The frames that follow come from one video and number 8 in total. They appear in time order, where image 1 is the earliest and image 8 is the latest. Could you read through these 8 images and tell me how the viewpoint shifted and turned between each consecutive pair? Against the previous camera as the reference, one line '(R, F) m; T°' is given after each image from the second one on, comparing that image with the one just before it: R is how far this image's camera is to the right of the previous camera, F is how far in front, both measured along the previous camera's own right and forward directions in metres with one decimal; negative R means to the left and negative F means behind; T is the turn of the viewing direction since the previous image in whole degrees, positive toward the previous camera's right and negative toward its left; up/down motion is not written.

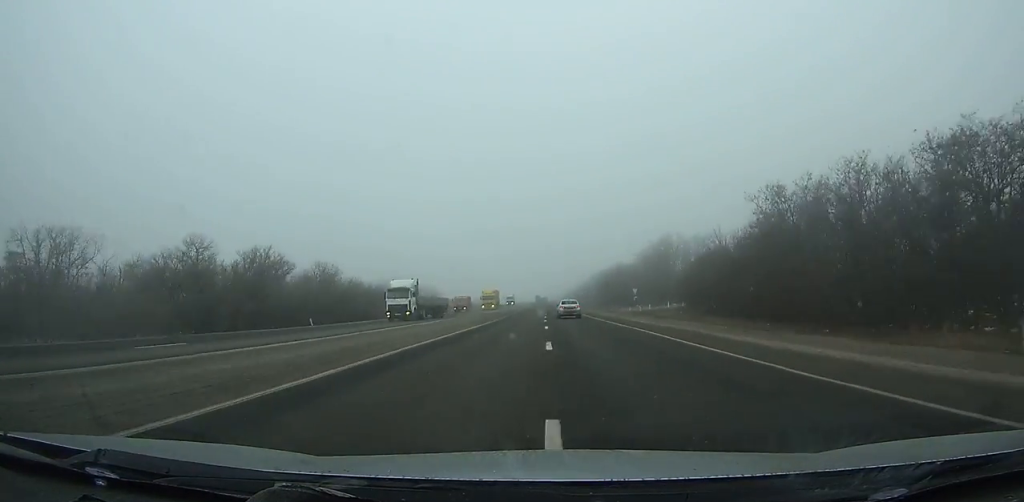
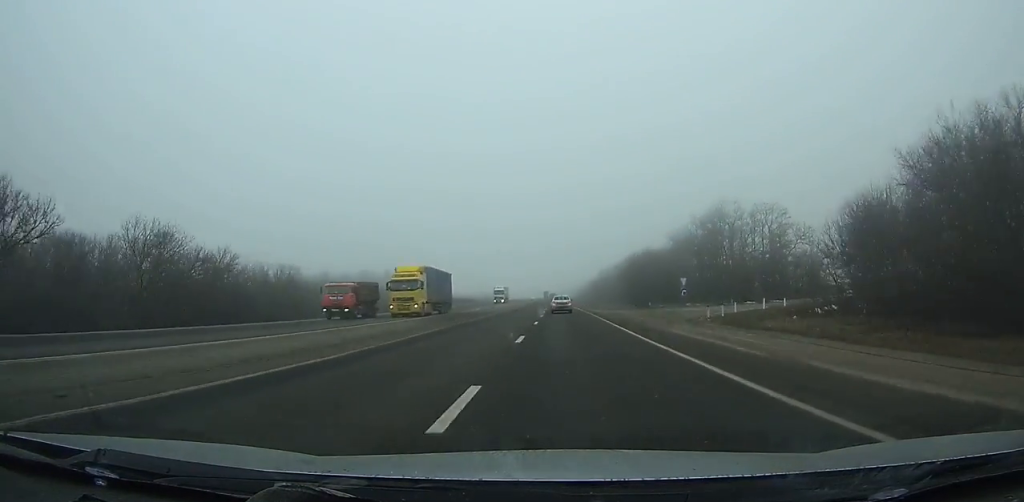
(+0.1, +33.2) m; -1°
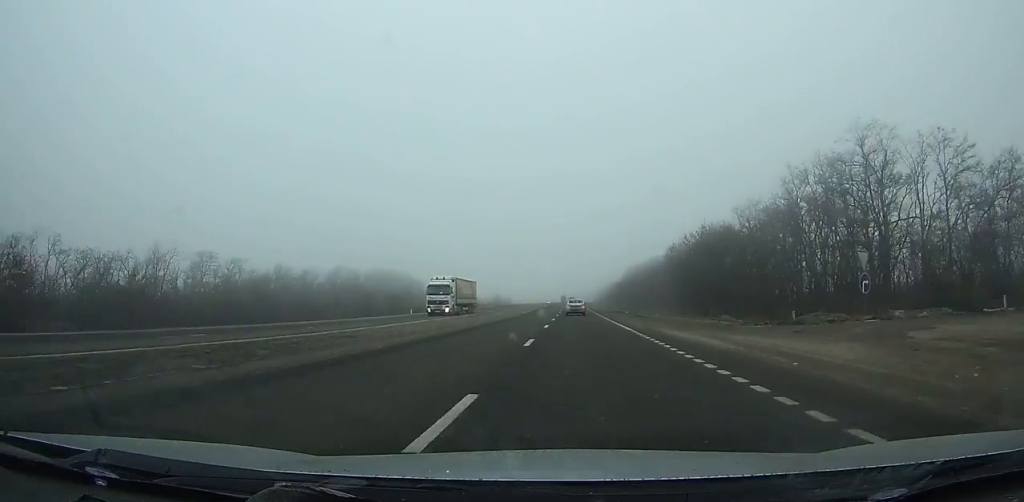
(-0.4, +35.5) m; 0°
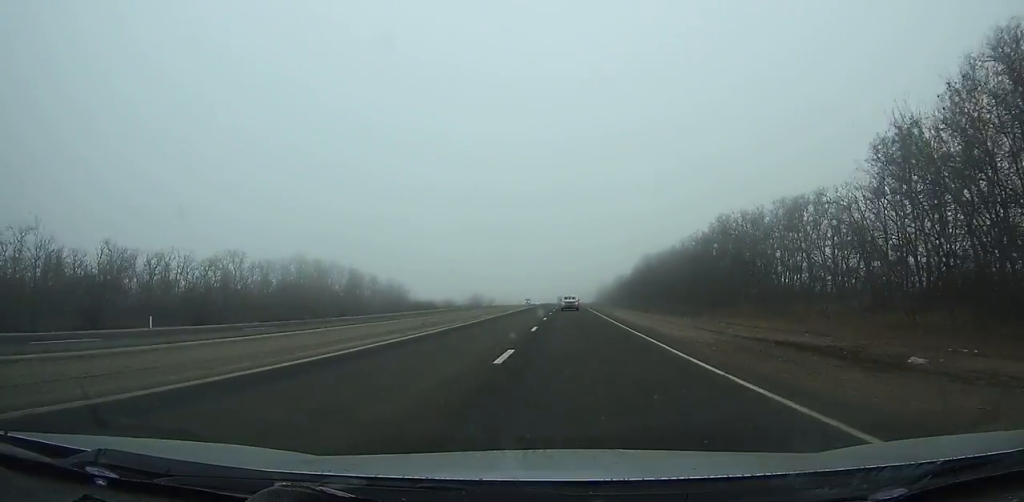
(-0.4, +53.3) m; 0°
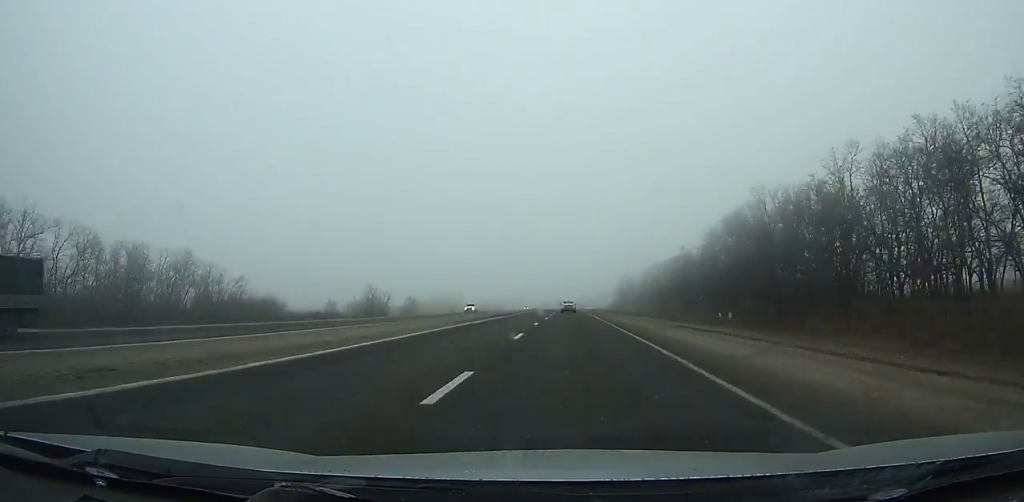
(+0.7, +113.6) m; 0°
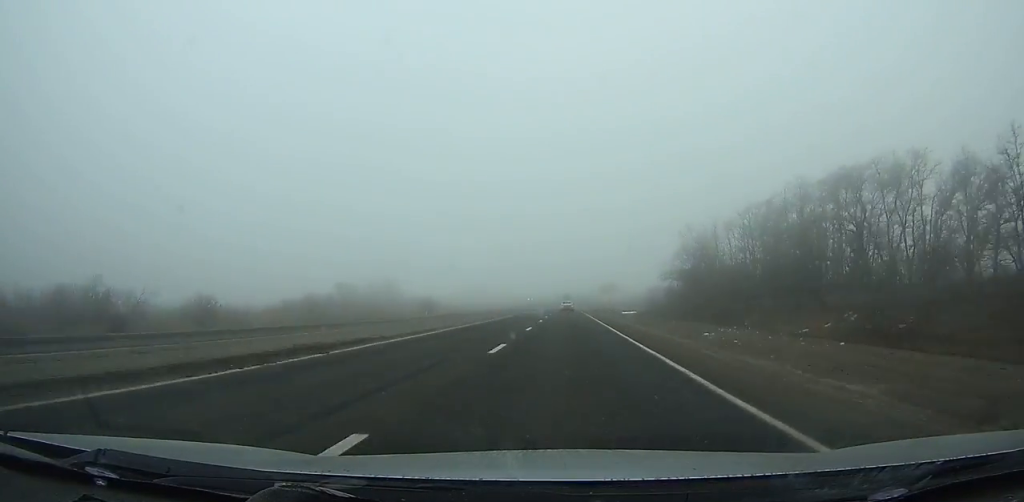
(-0.1, +112.6) m; 0°
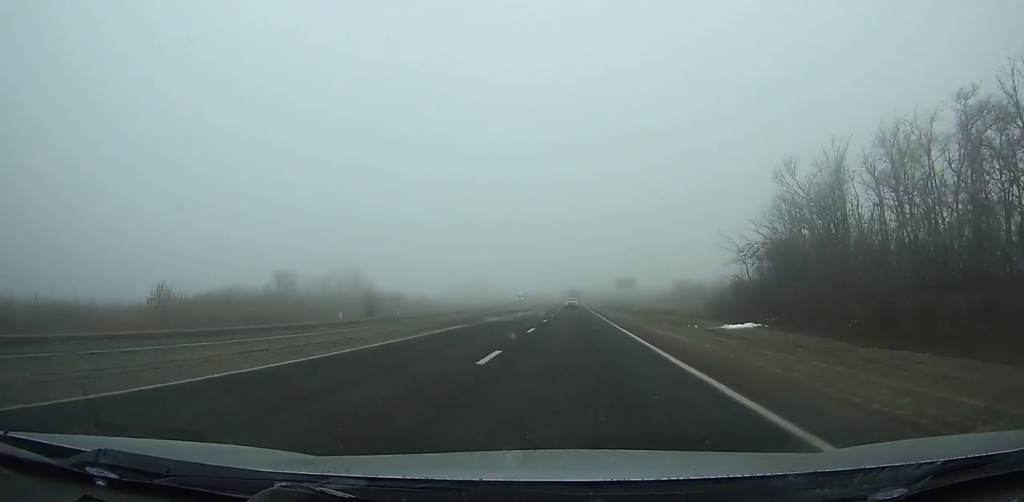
(+0.1, +38.3) m; 0°
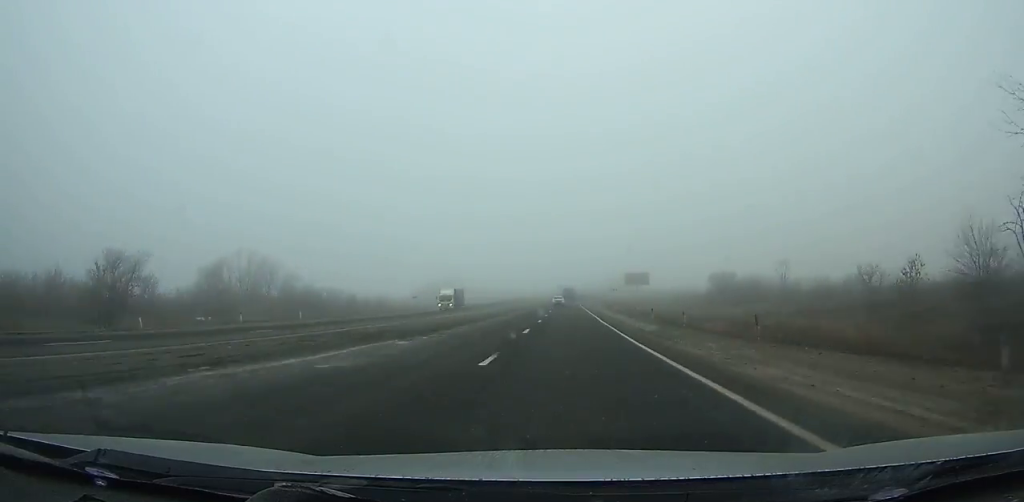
(-0.1, +47.3) m; 0°
